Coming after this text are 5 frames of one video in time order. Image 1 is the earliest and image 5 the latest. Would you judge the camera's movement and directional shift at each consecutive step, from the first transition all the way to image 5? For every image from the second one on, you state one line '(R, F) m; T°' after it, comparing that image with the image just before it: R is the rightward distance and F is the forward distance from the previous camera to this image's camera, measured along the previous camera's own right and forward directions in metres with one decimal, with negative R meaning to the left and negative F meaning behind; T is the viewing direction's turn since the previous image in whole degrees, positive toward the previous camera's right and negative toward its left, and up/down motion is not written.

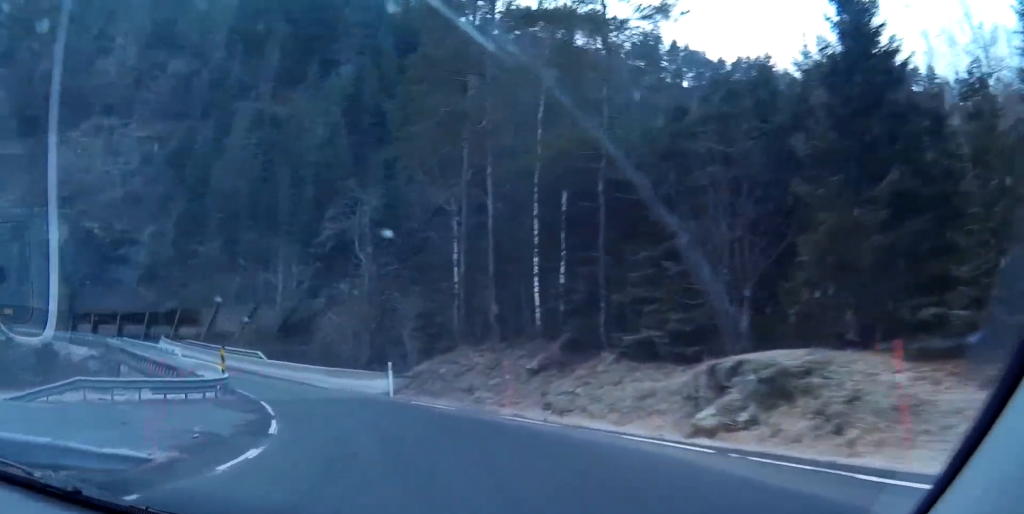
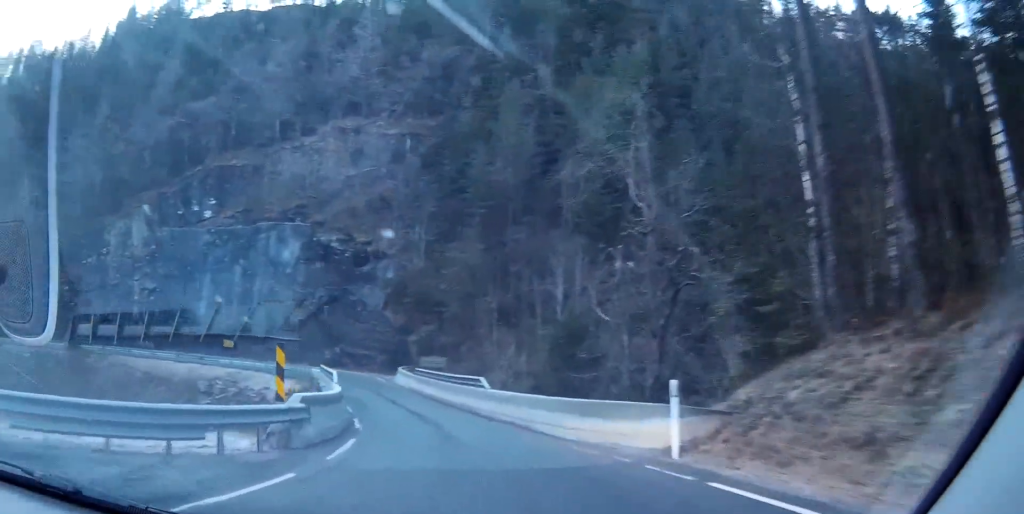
(-3.2, +16.5) m; -19°
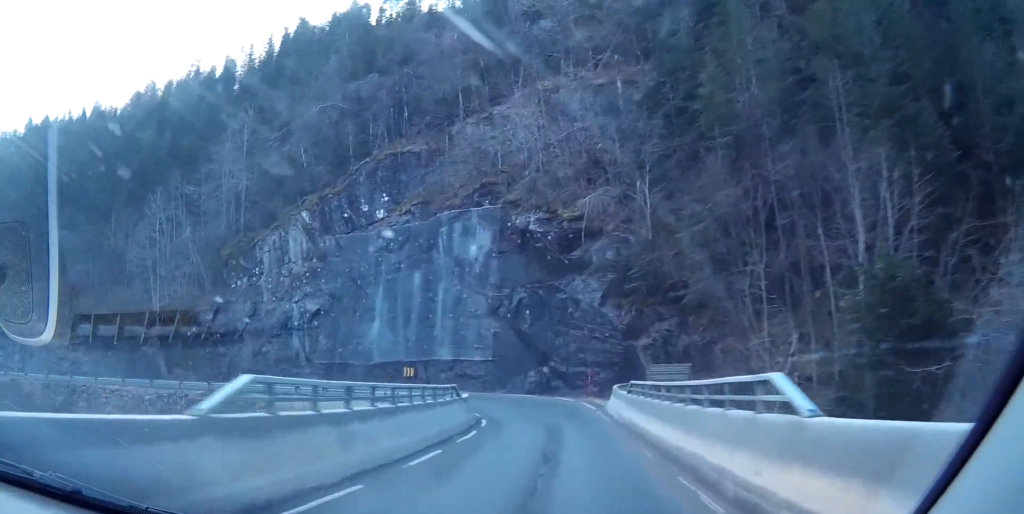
(-1.8, +17.5) m; -14°
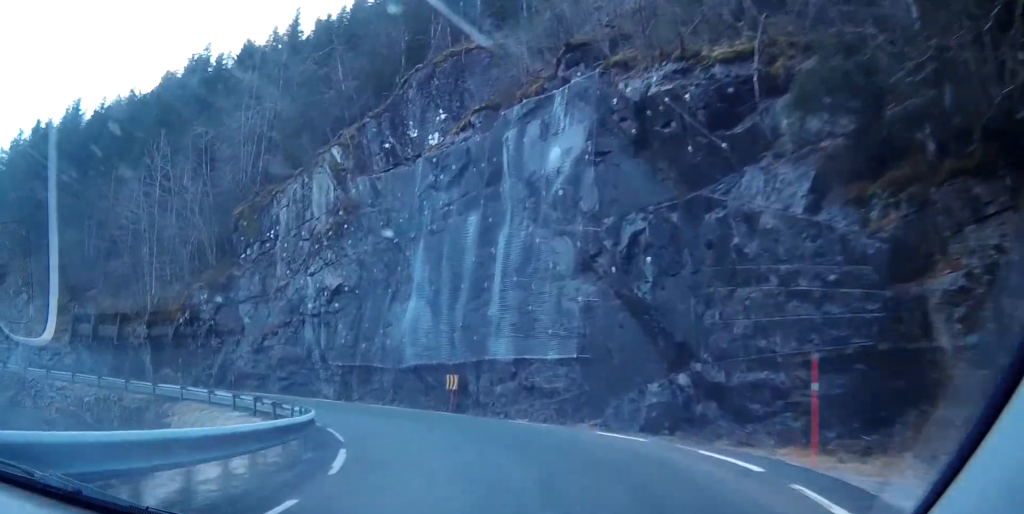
(-3.2, +24.1) m; -15°
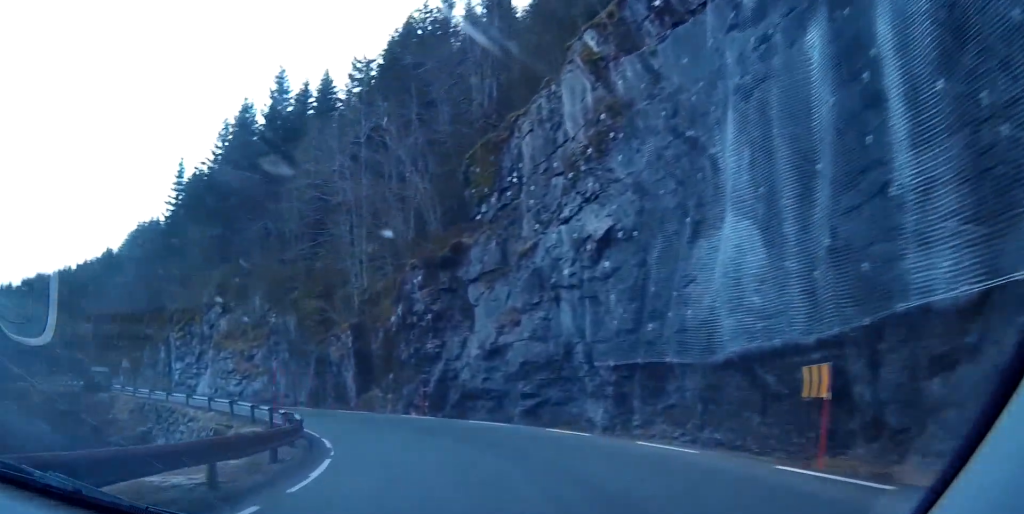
(-3.8, +19.1) m; -31°
